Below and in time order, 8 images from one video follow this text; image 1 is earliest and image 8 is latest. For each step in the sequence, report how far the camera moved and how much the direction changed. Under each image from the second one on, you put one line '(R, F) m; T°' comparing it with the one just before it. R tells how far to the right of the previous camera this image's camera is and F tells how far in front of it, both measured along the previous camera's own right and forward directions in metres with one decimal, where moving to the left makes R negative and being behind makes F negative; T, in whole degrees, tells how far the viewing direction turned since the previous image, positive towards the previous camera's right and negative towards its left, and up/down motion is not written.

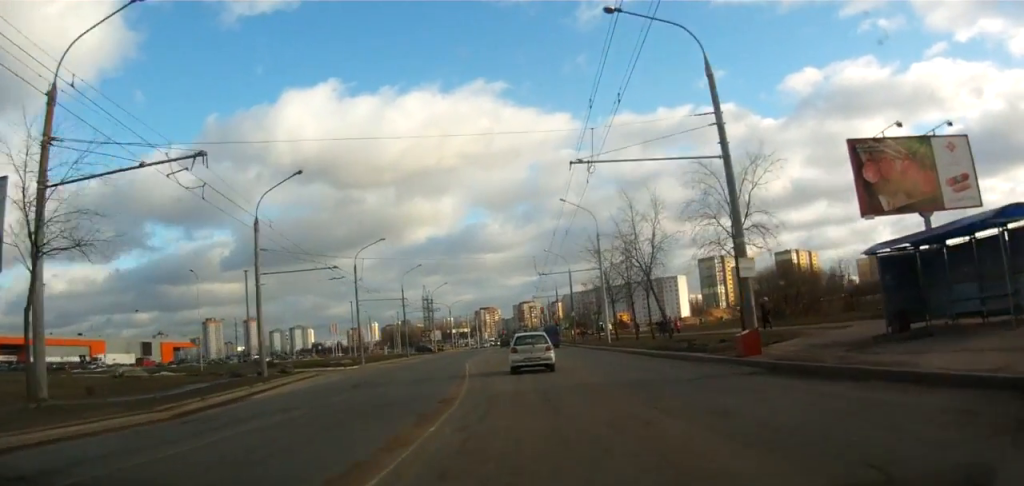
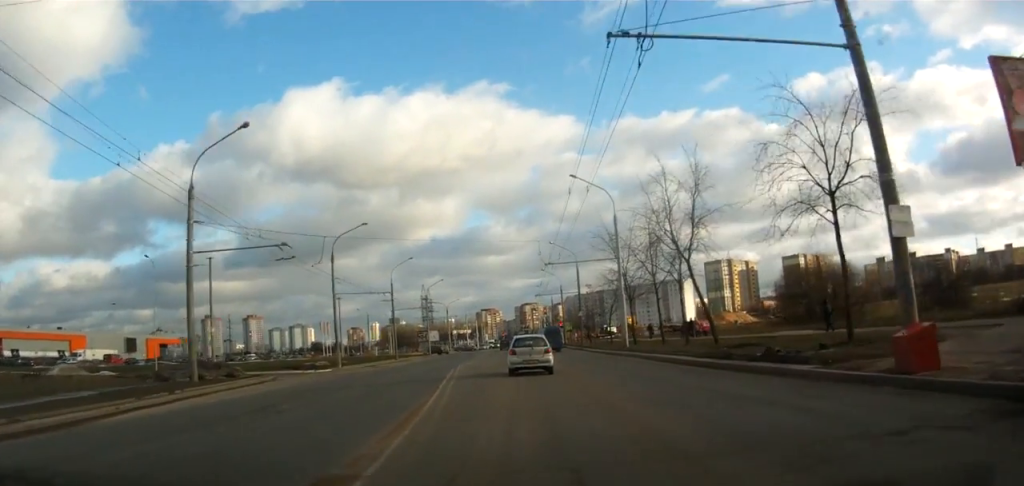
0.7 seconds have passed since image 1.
(-0.3, +8.7) m; -1°
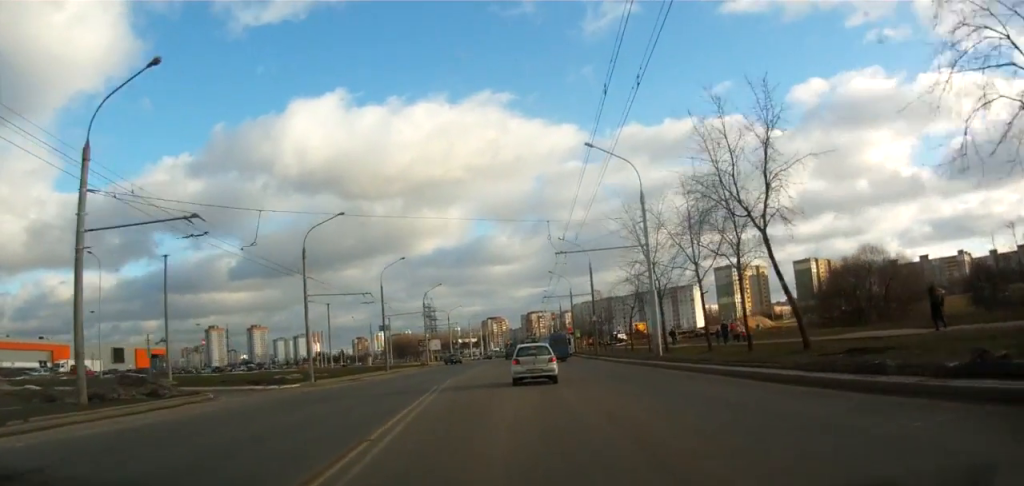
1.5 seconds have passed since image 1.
(0.0, +9.2) m; 0°
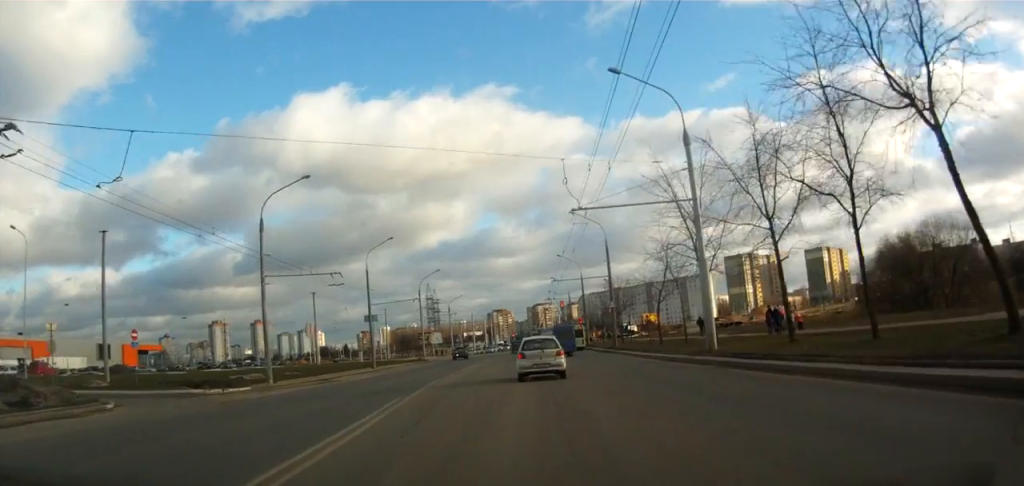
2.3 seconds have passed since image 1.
(0.0, +9.6) m; 0°
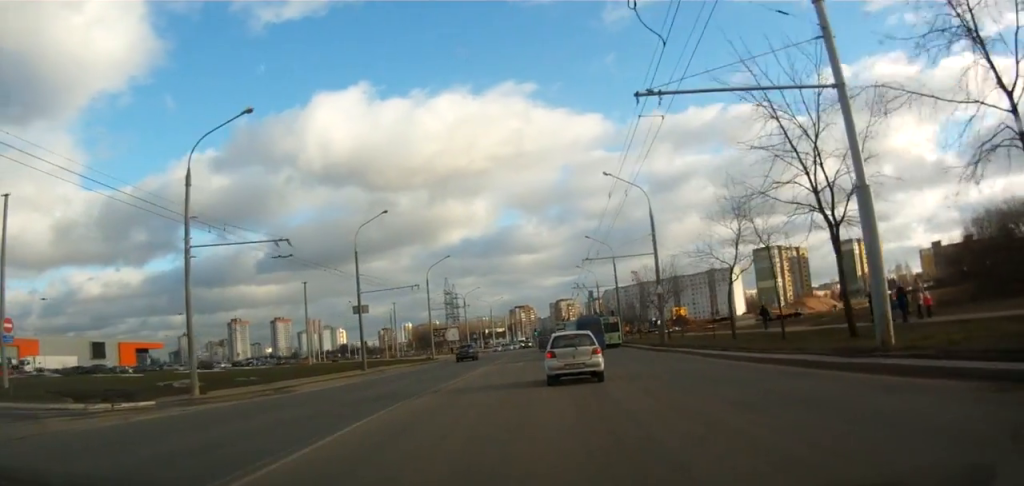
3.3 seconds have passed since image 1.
(-0.1, +12.3) m; -2°
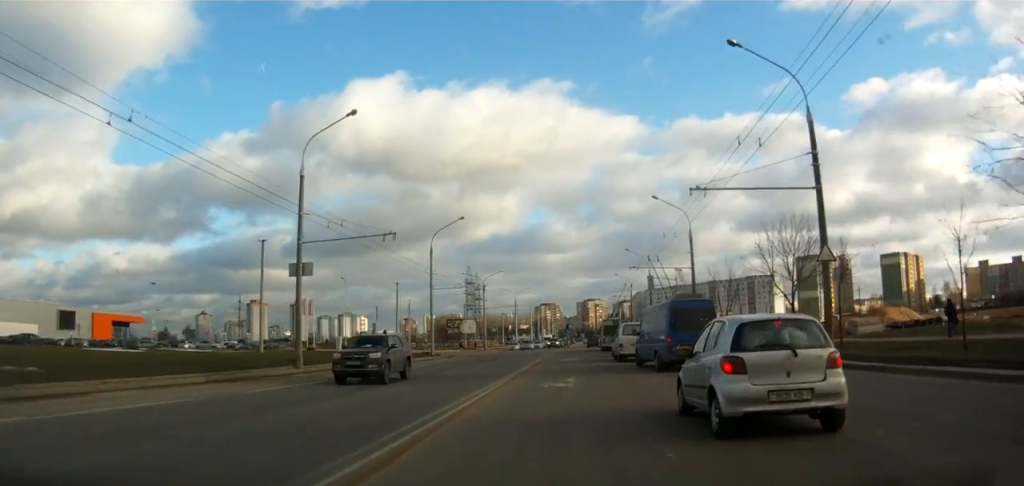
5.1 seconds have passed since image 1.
(-1.0, +21.2) m; -3°
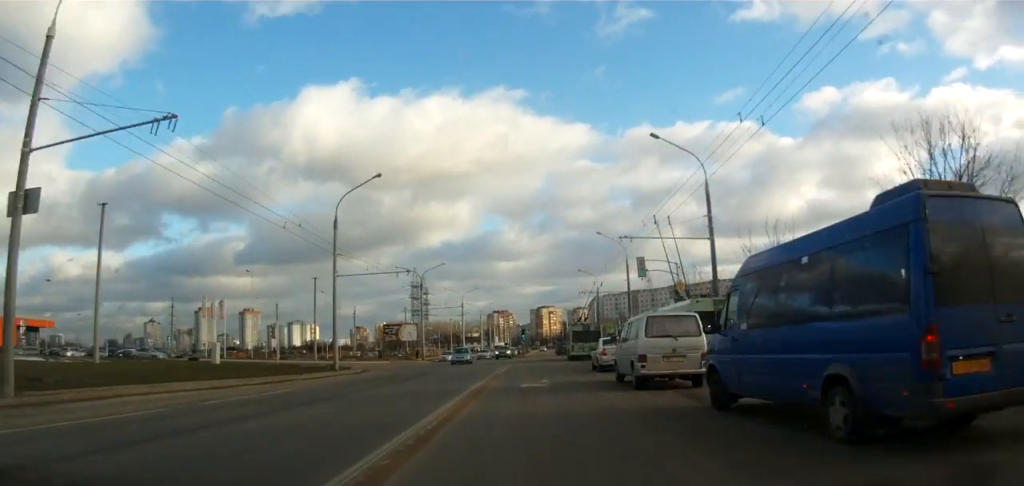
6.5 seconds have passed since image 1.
(+0.7, +16.9) m; +3°
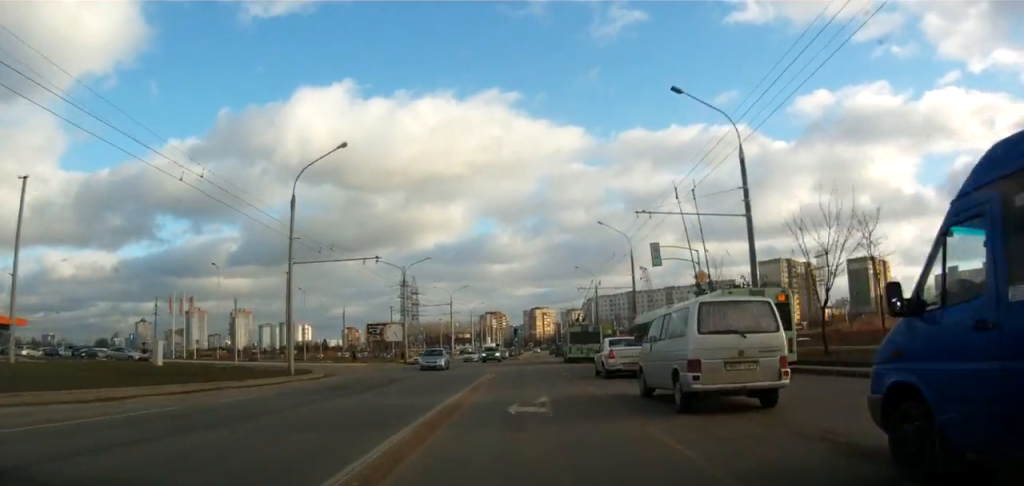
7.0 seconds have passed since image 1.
(+0.1, +7.2) m; +1°
